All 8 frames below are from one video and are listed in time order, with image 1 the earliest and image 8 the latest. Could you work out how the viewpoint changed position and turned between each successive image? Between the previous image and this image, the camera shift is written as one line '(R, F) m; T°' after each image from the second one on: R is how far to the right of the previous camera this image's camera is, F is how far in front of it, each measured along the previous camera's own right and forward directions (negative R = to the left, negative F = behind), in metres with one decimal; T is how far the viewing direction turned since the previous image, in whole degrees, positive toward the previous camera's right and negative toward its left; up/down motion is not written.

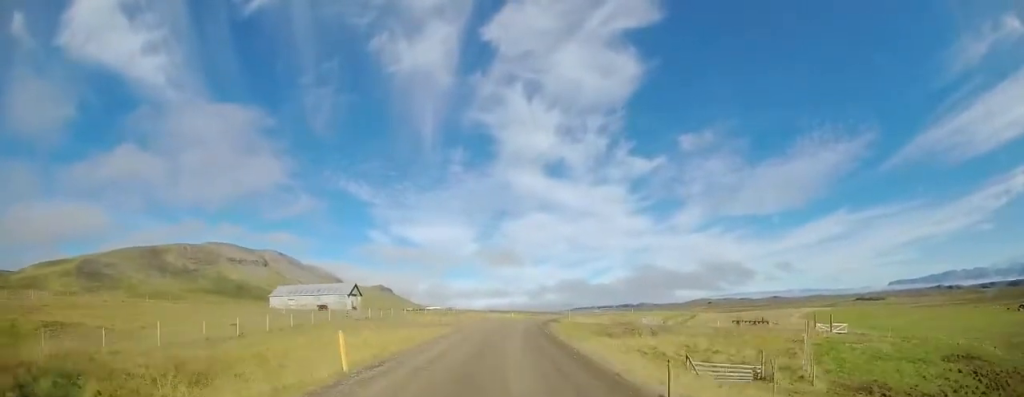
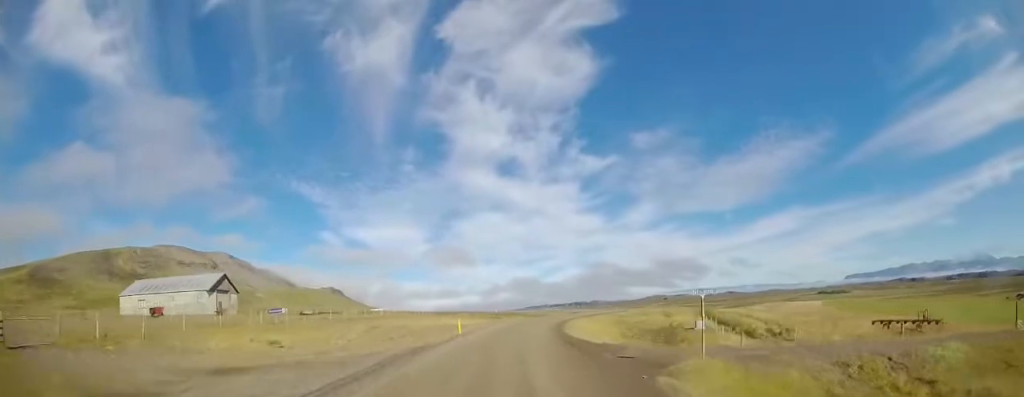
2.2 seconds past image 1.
(+1.8, +35.1) m; +8°
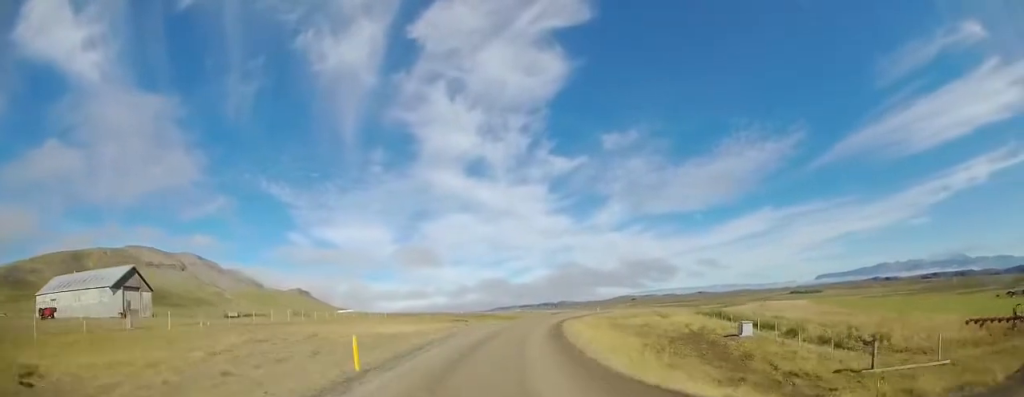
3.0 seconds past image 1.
(+0.3, +13.5) m; +4°
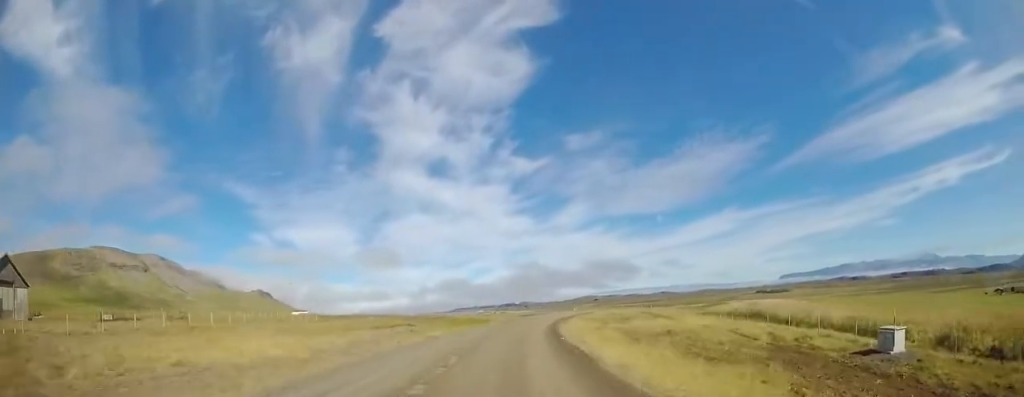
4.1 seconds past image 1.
(+0.9, +17.0) m; +6°
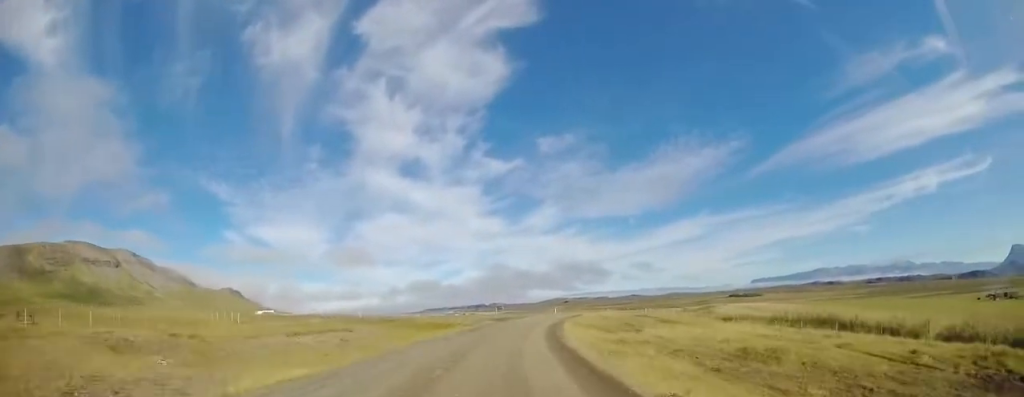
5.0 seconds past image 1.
(+0.5, +14.8) m; +5°
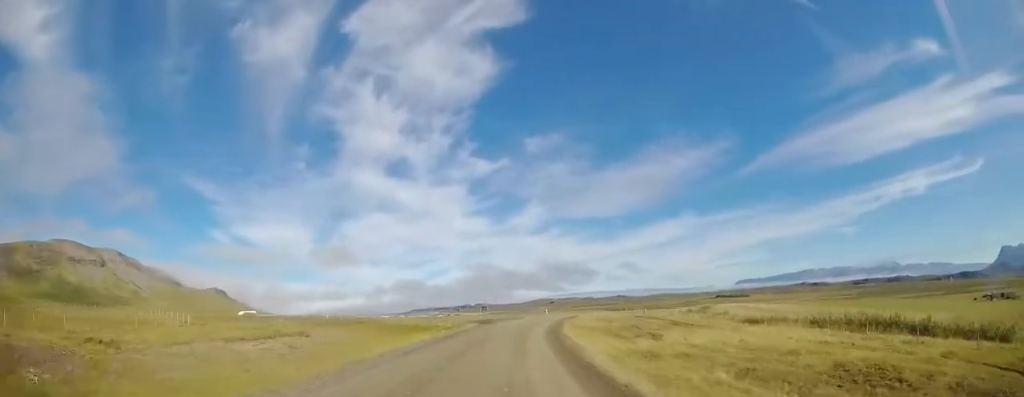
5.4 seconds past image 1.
(+0.4, +7.8) m; +2°
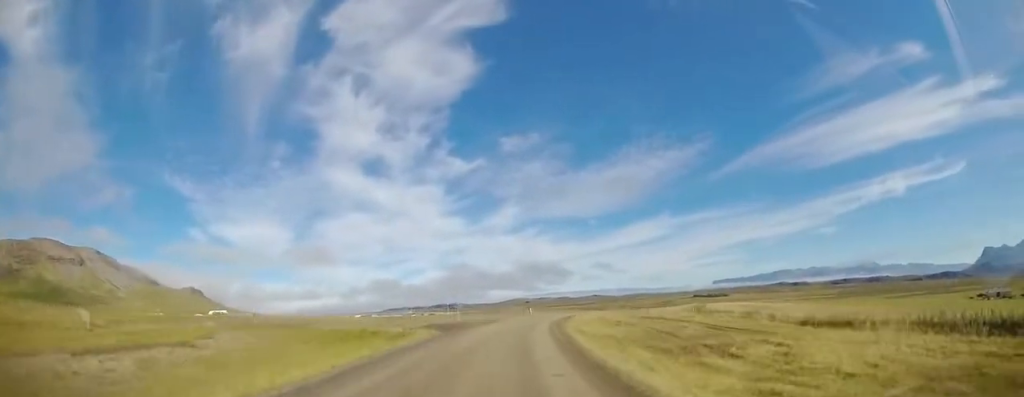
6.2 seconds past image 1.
(+0.4, +12.9) m; +3°
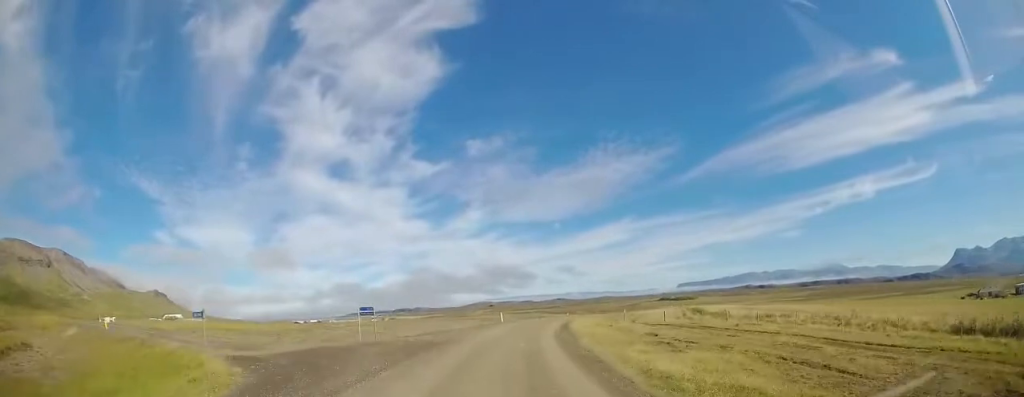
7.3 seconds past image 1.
(+0.6, +18.8) m; +3°
